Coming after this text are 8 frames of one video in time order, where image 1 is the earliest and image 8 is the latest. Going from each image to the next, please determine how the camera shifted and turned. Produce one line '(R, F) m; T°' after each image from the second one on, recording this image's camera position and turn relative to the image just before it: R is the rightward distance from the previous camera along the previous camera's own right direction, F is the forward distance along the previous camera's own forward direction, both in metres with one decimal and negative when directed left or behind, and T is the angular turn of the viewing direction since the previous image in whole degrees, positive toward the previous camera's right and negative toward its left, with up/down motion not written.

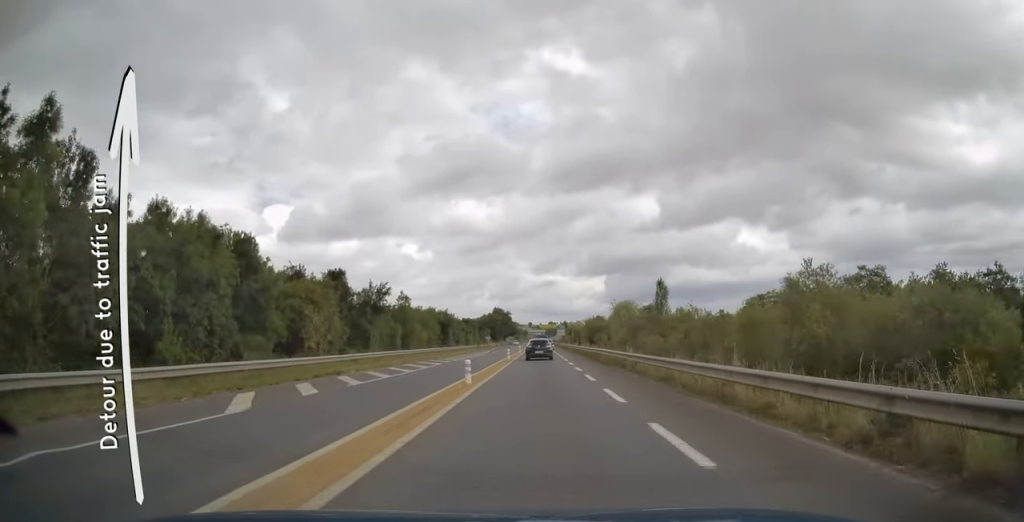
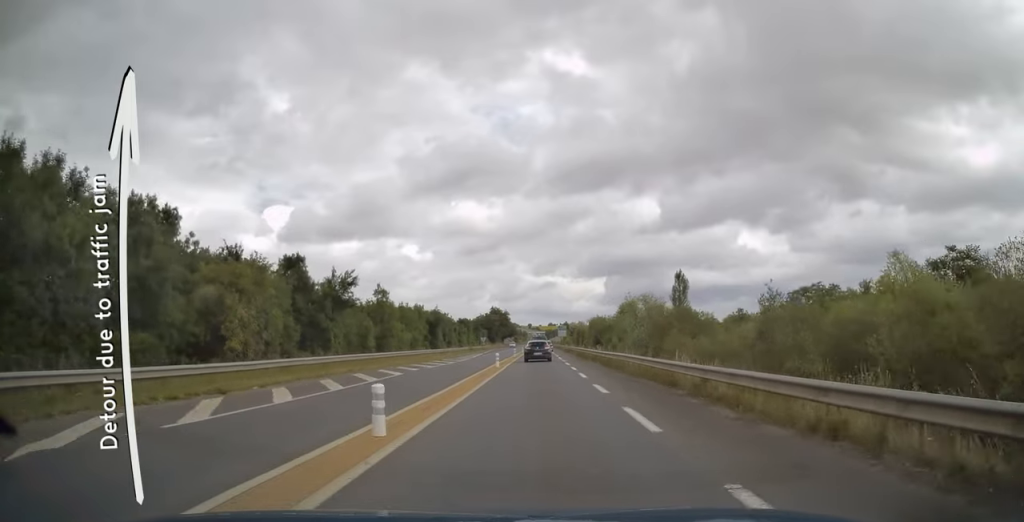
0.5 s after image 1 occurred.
(0.0, +10.5) m; 0°
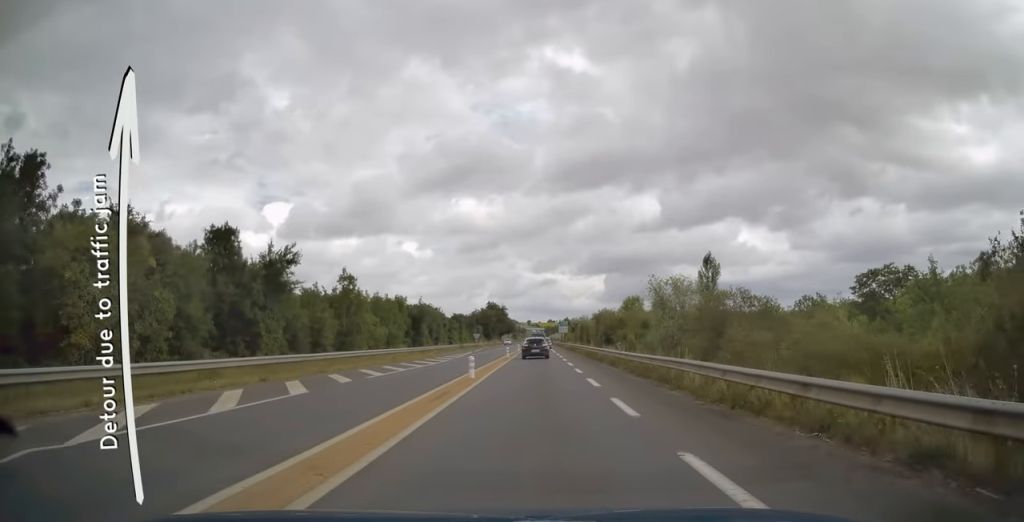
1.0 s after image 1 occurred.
(+0.1, +11.6) m; 0°
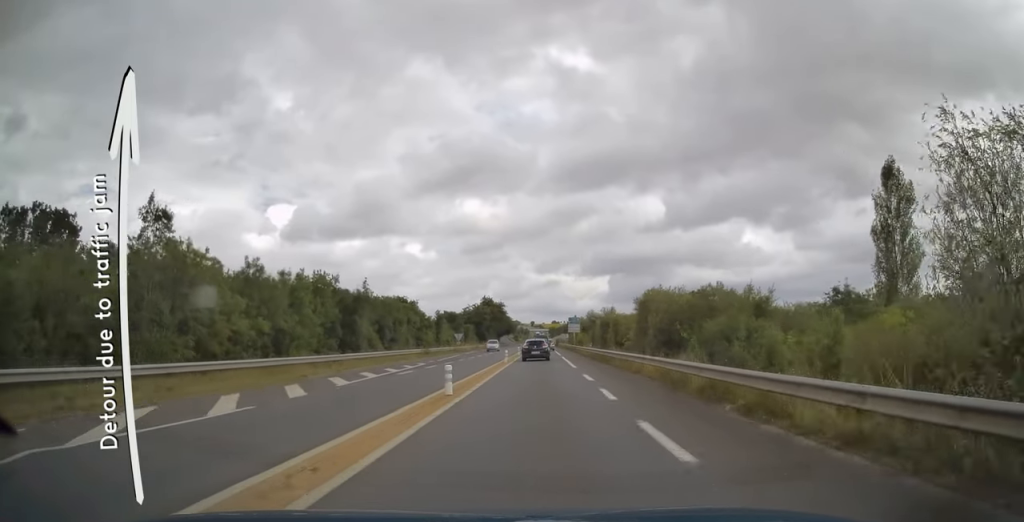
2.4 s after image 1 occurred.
(-0.2, +29.9) m; 0°
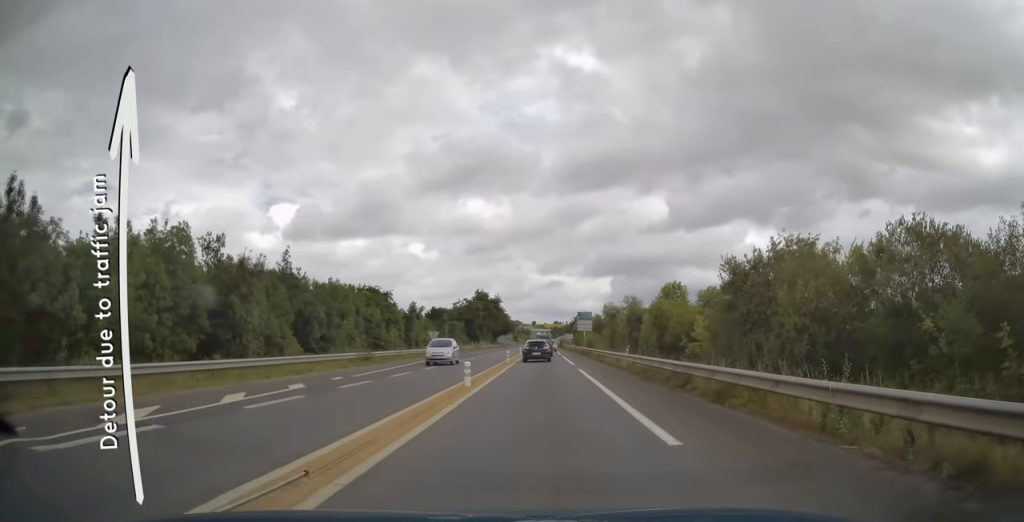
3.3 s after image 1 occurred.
(+0.2, +21.2) m; 0°
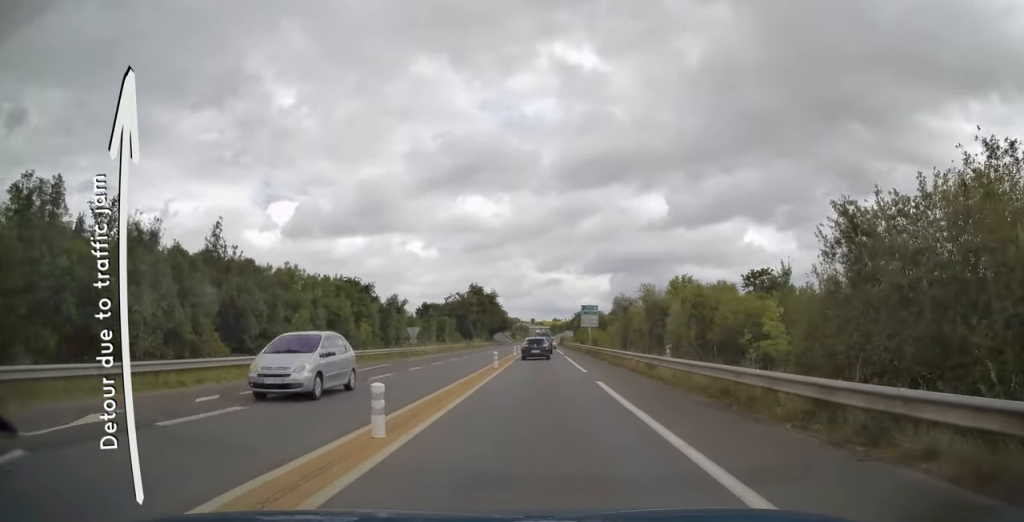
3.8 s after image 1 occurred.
(0.0, +9.8) m; 0°
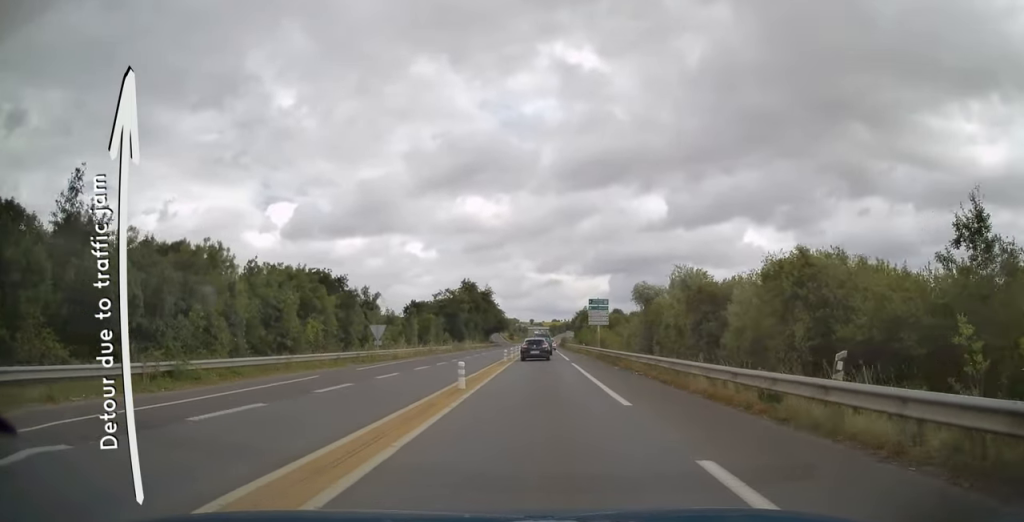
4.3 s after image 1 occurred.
(0.0, +12.0) m; 0°
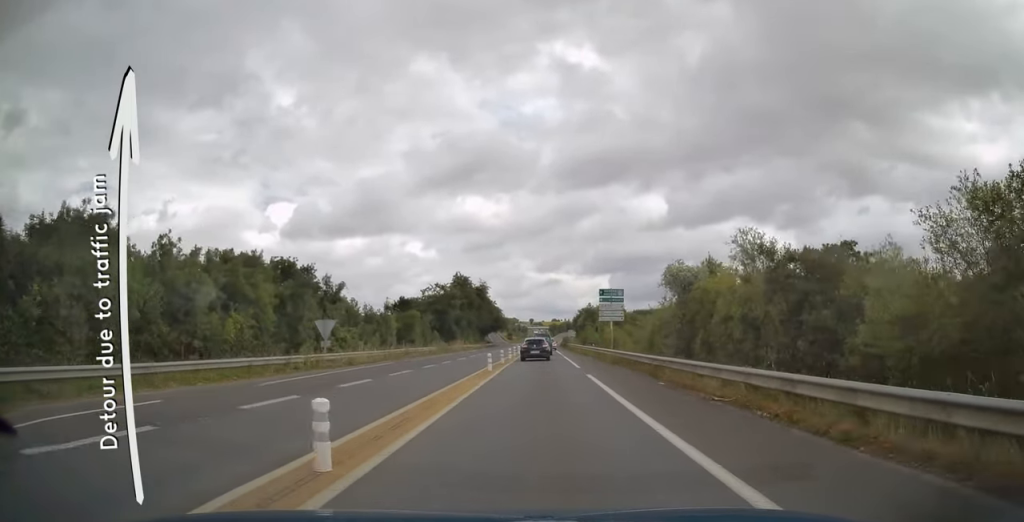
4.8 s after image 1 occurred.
(0.0, +10.9) m; 0°
